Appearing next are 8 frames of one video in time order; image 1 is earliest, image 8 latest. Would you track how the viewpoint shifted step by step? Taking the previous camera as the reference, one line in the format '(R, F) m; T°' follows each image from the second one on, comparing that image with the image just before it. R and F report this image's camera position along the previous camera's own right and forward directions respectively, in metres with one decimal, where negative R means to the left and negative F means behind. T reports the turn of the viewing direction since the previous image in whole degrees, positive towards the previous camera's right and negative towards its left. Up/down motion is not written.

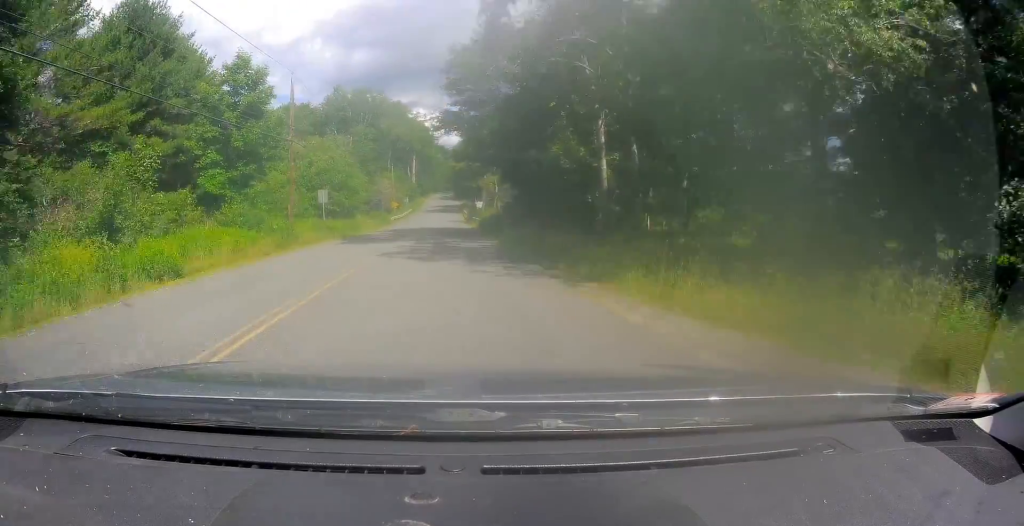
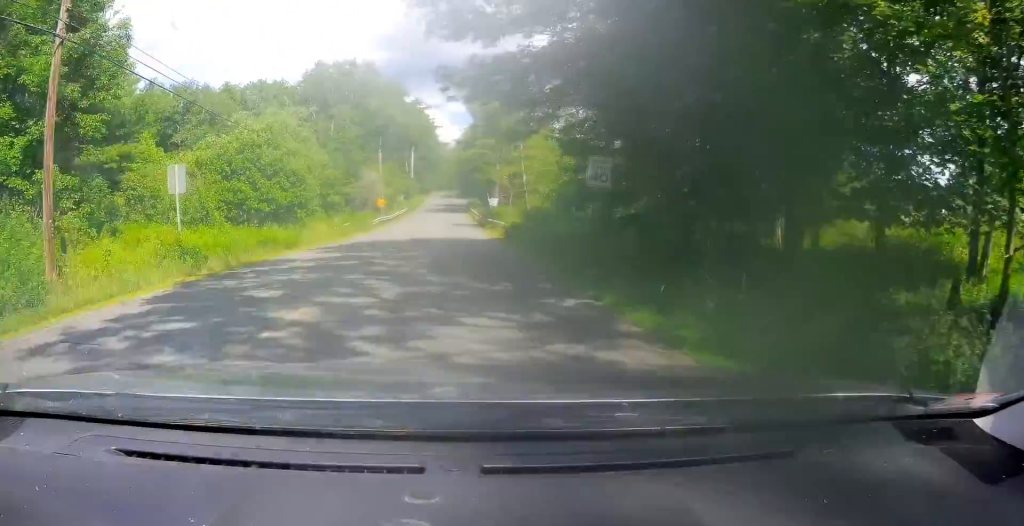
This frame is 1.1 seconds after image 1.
(-0.1, +20.9) m; -1°
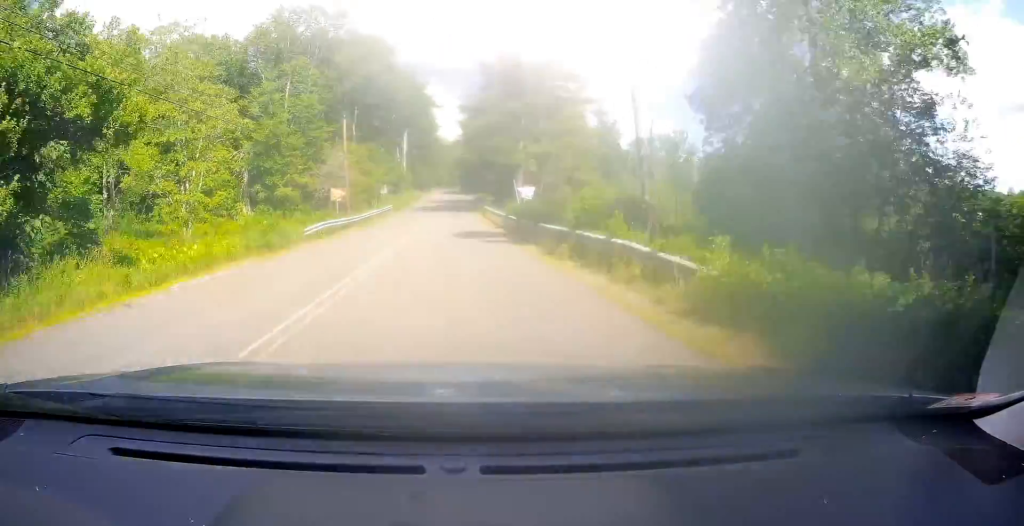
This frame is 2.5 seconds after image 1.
(-0.1, +24.9) m; +1°
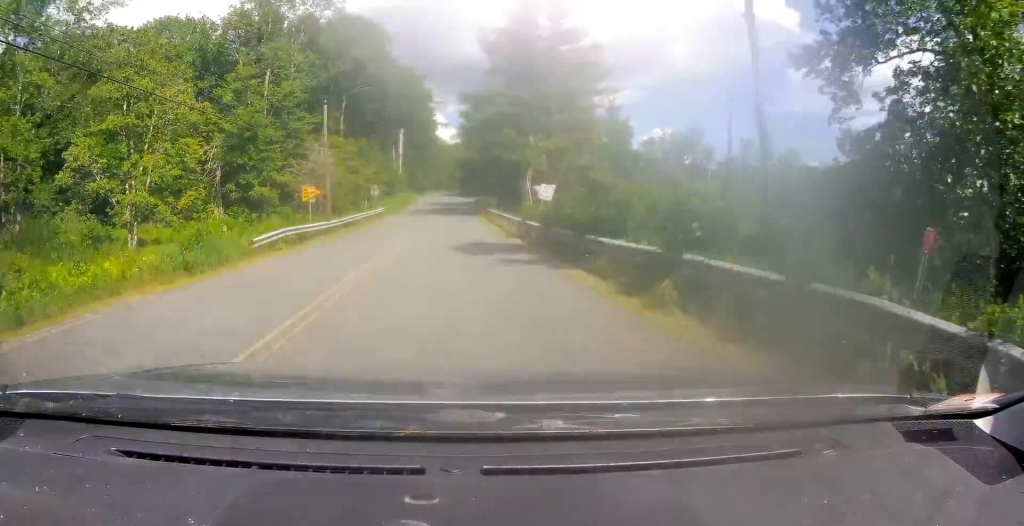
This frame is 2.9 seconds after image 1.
(+0.1, +7.8) m; +1°
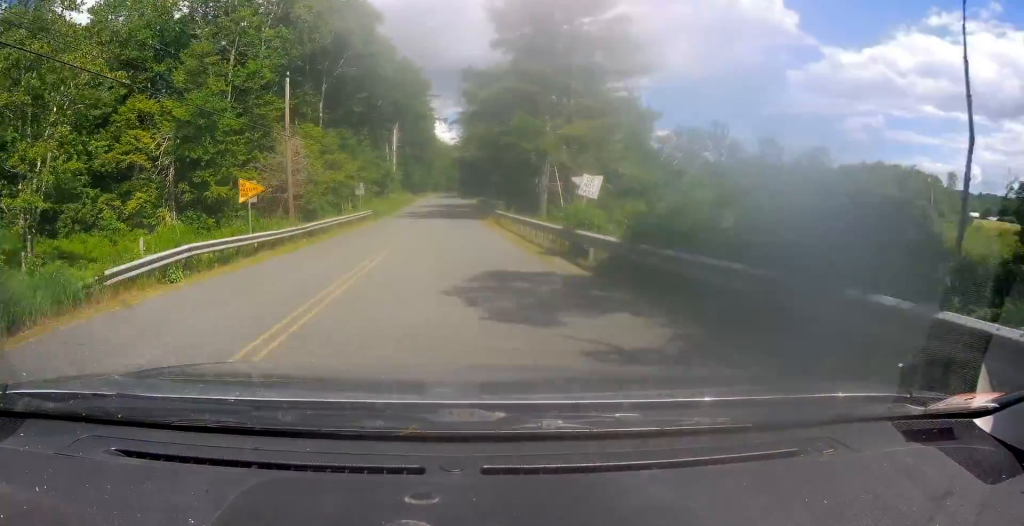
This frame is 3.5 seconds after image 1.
(+0.1, +9.4) m; 0°
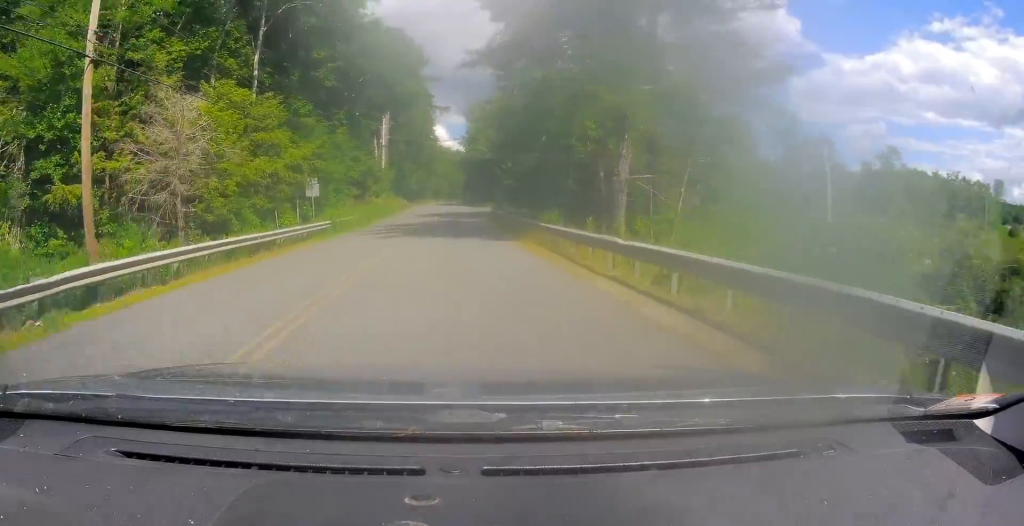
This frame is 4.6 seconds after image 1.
(0.0, +18.4) m; -1°
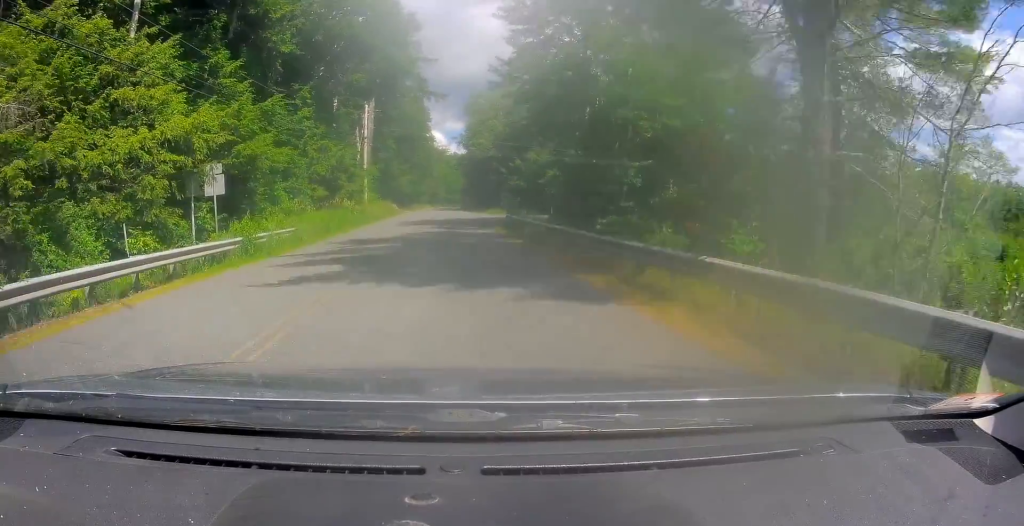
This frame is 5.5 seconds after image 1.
(-0.2, +13.8) m; 0°
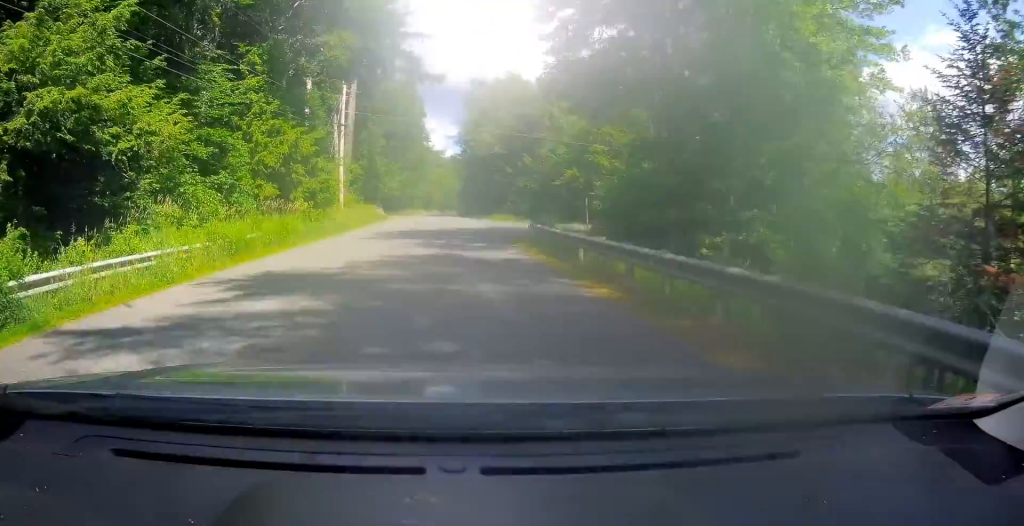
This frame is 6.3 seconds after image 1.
(+0.1, +11.7) m; +2°
